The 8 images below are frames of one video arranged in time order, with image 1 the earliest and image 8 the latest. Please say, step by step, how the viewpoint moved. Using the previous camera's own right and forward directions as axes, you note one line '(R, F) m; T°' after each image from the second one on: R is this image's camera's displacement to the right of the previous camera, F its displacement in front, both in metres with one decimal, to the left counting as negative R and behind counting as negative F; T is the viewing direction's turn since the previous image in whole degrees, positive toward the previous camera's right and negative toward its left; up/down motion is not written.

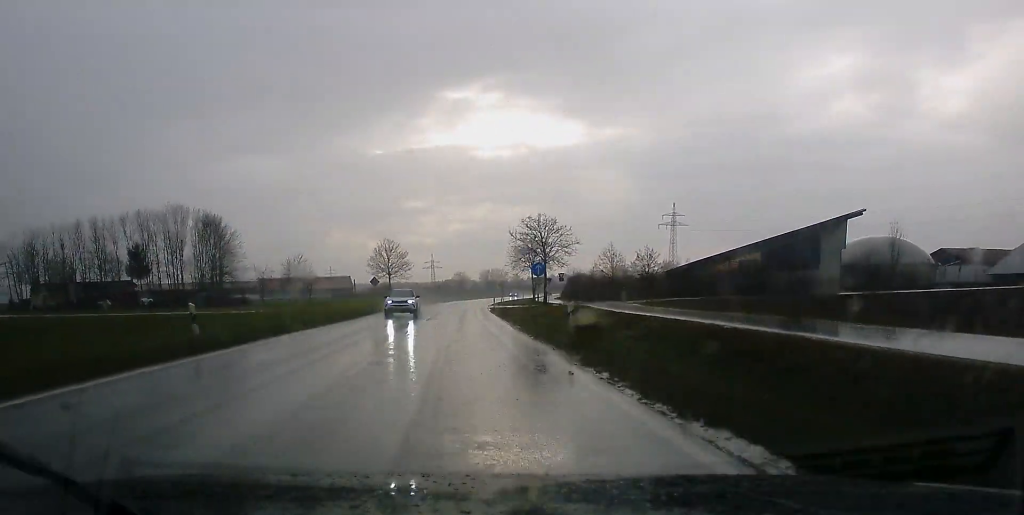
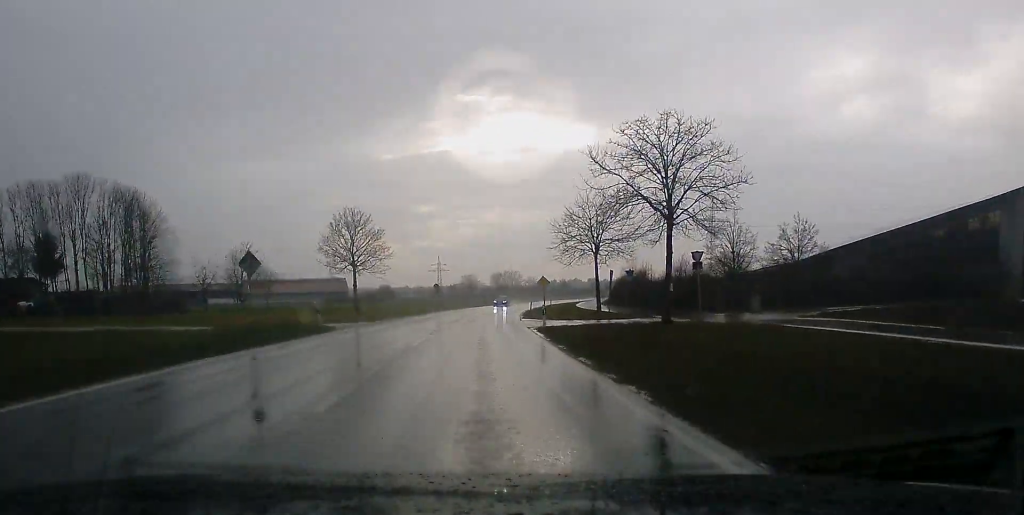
(+0.1, +40.2) m; +1°
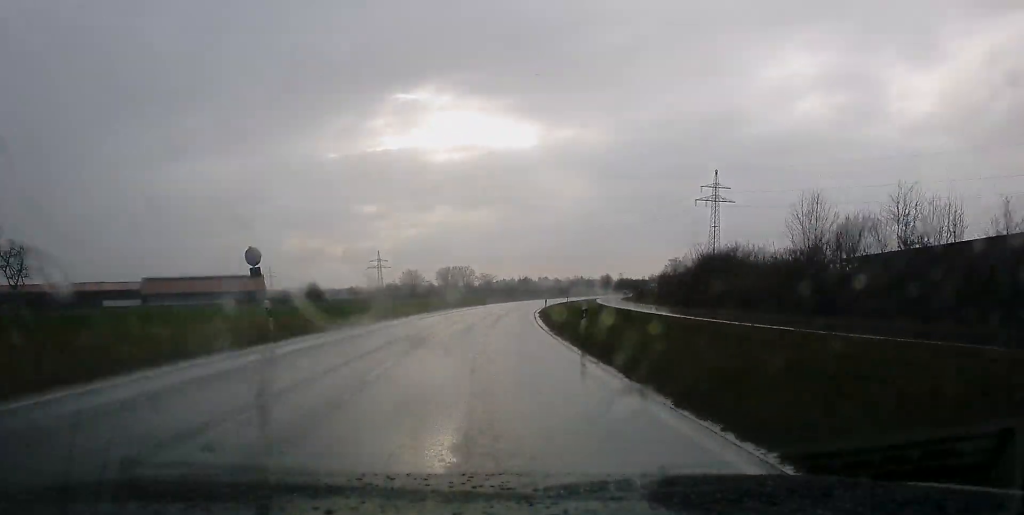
(+1.2, +57.8) m; +4°
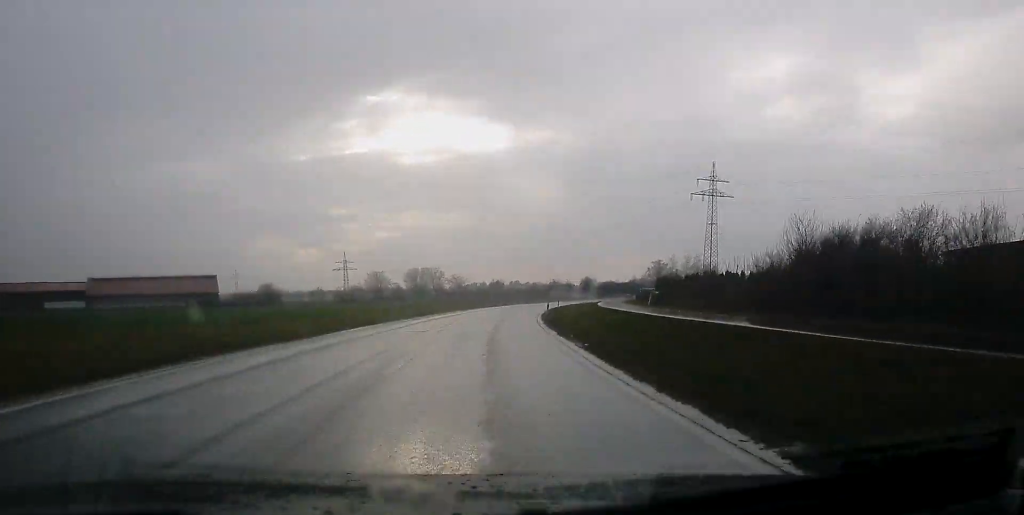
(-0.4, +22.9) m; +2°
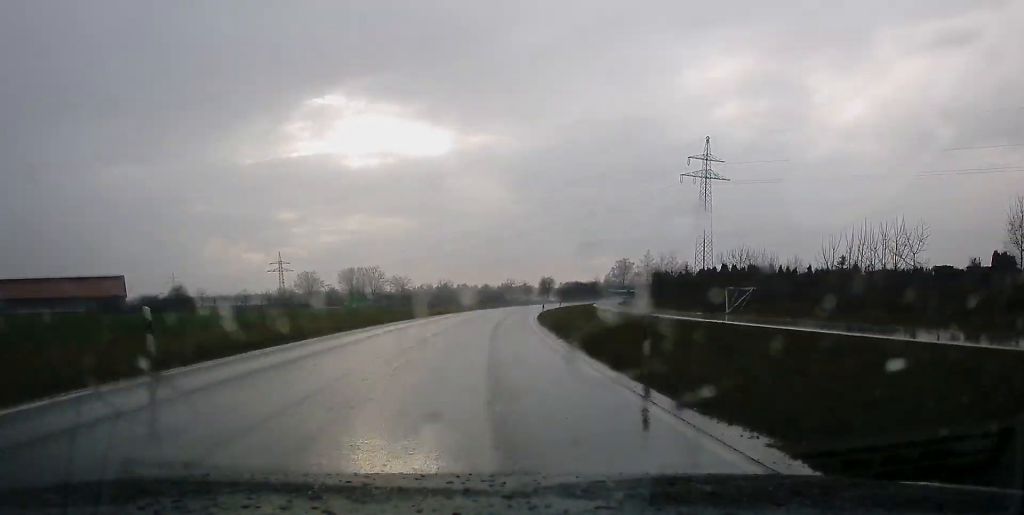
(+1.9, +36.0) m; +4°
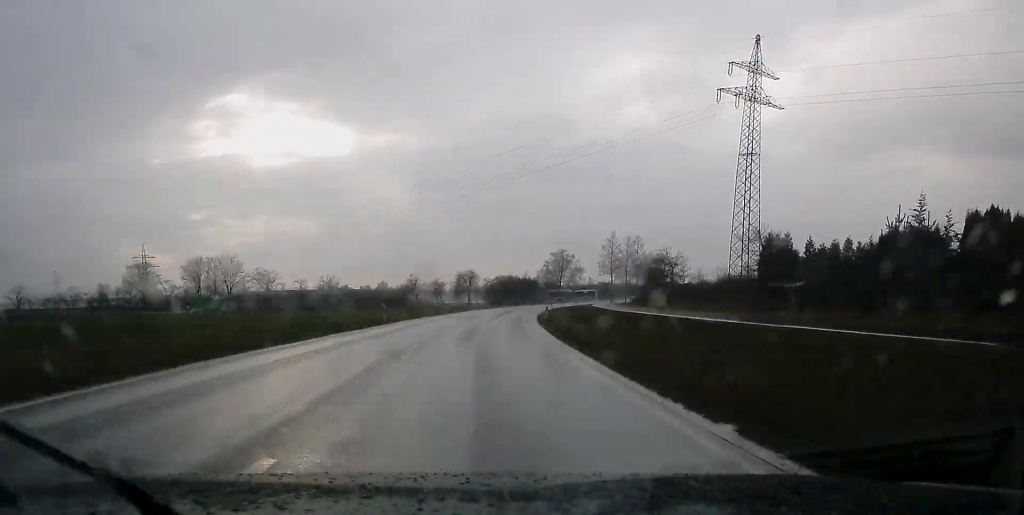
(+3.4, +69.4) m; +7°
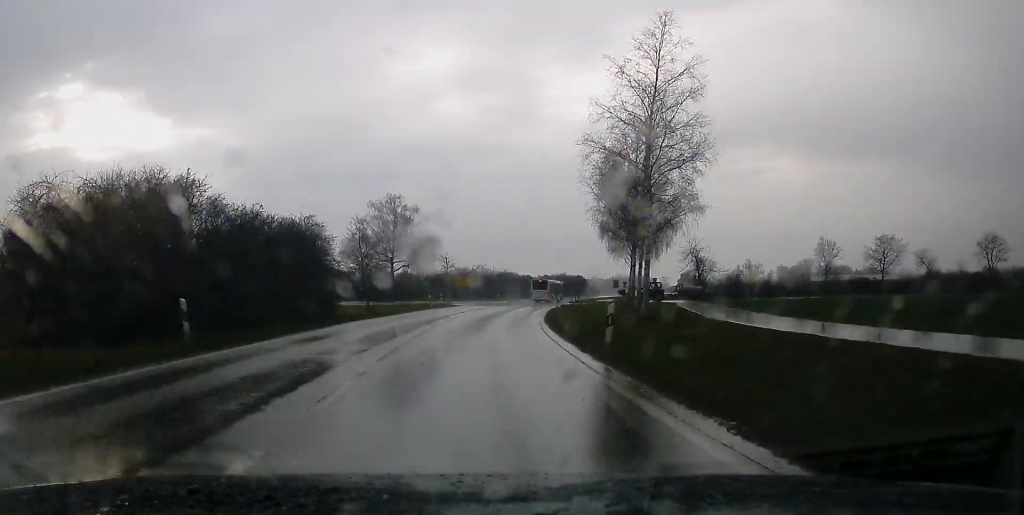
(+13.1, +113.5) m; +12°
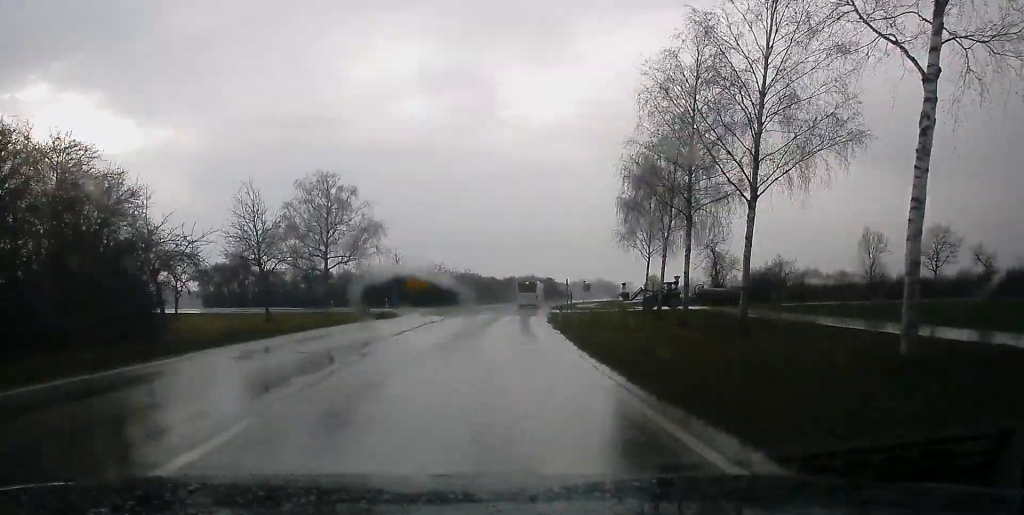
(+0.3, +23.1) m; +2°
